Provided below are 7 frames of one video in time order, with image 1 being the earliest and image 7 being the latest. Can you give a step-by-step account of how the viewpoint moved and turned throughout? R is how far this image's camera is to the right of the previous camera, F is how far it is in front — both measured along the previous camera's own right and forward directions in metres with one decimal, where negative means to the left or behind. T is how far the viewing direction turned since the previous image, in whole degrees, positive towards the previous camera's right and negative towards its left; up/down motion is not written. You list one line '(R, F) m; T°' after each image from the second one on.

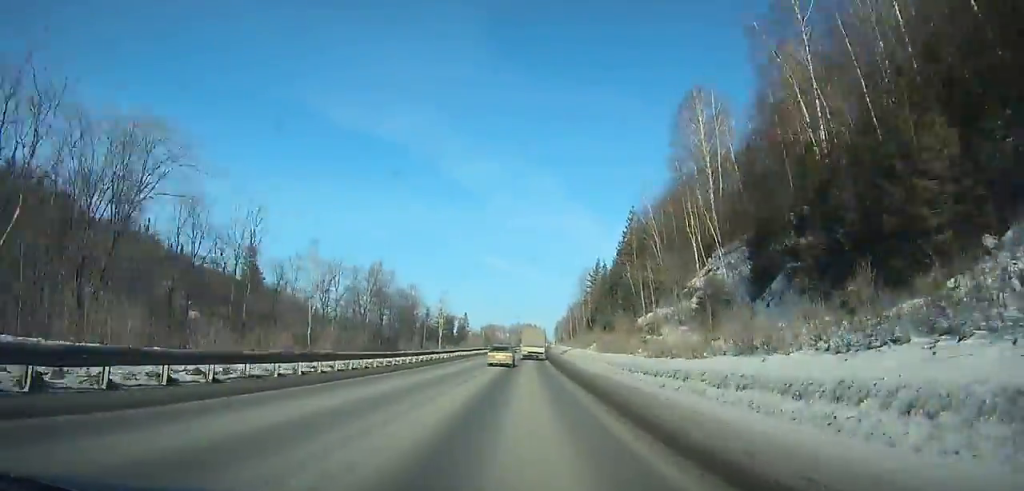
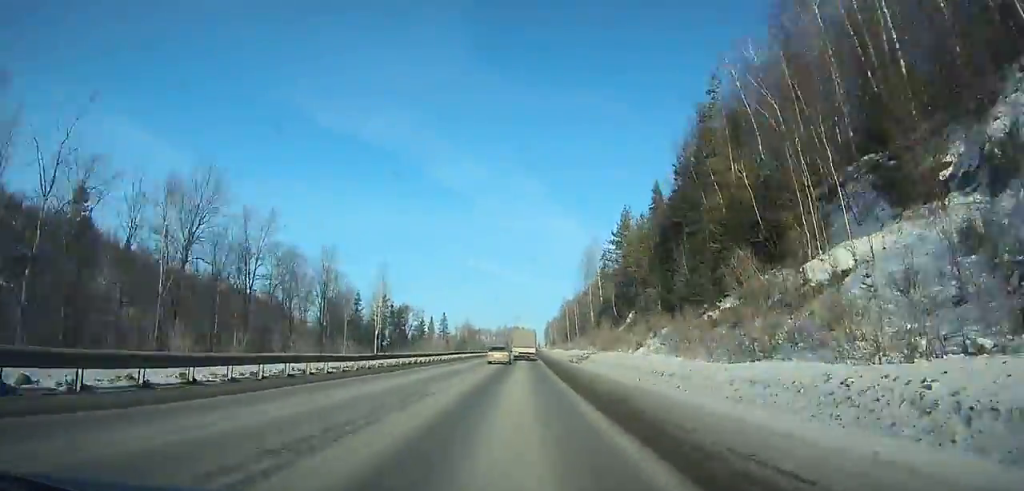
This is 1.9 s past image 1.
(+0.4, +42.5) m; +1°
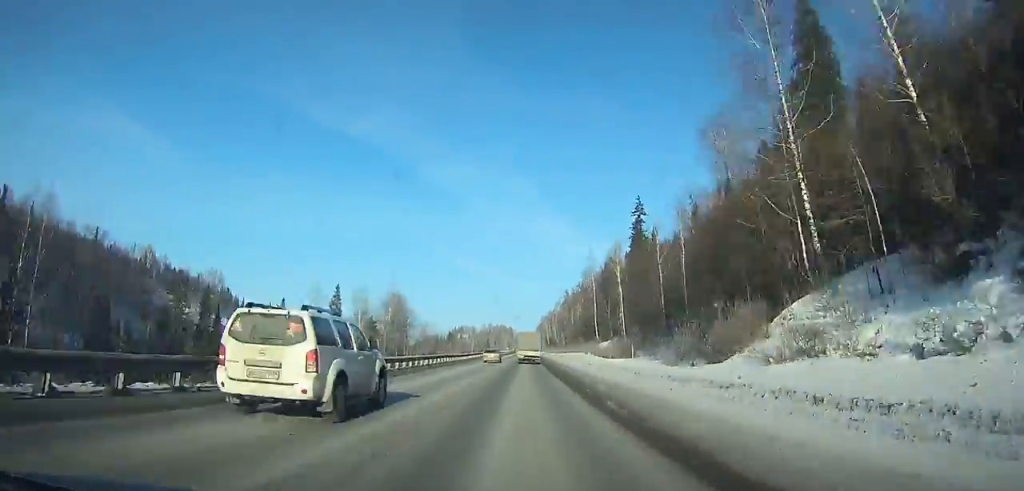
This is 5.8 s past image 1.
(+1.2, +87.1) m; +1°
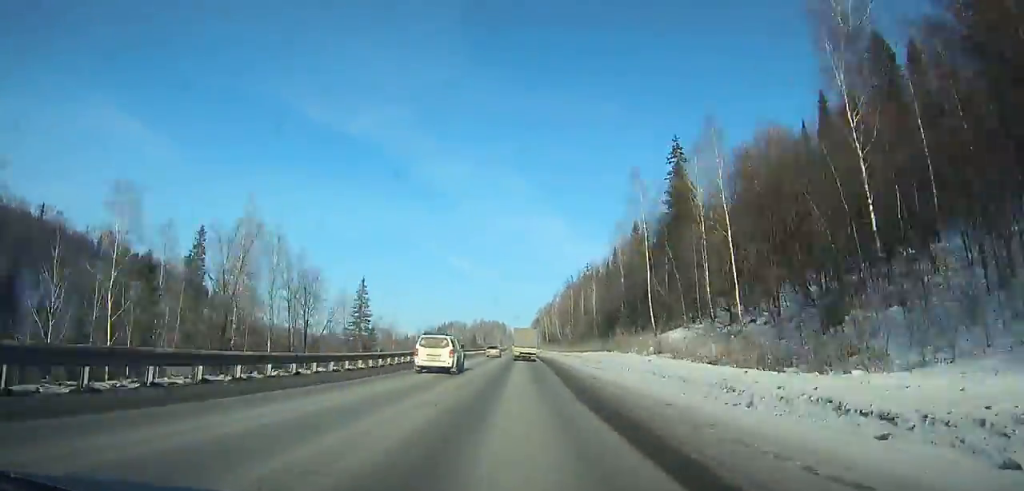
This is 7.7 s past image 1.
(+0.3, +42.2) m; +1°
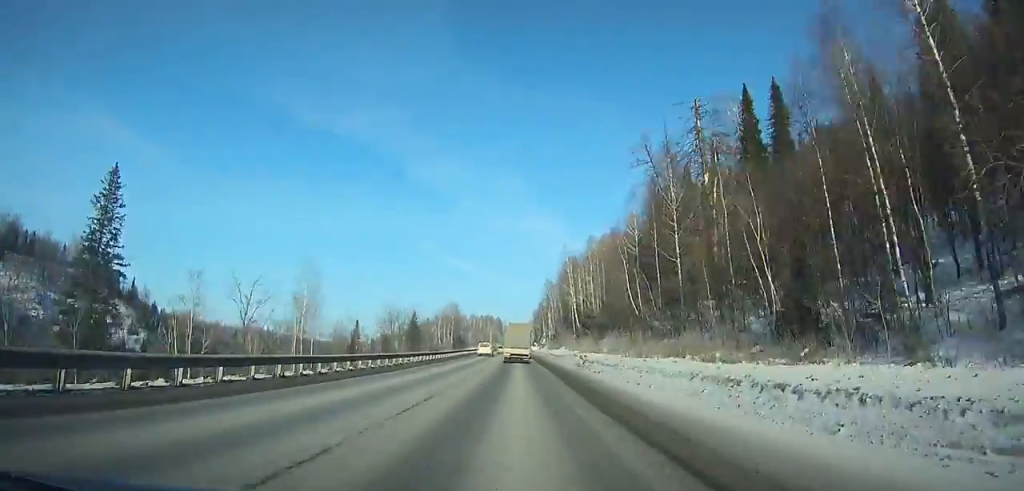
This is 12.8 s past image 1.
(-0.2, +108.5) m; -1°
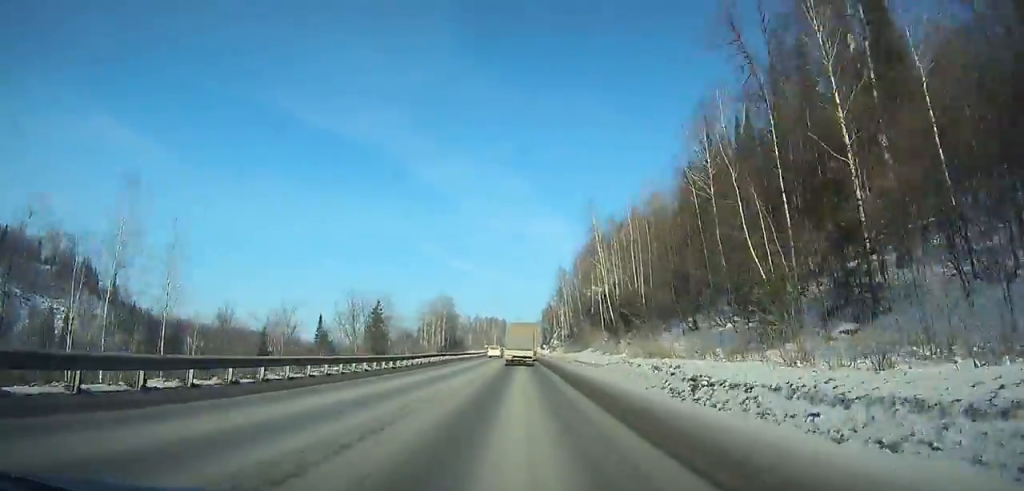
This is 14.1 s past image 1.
(0.0, +26.5) m; 0°
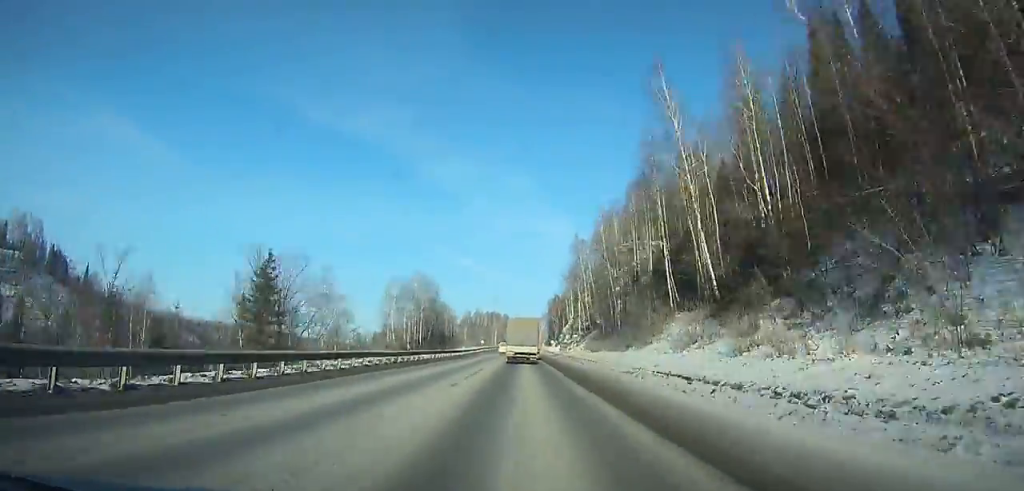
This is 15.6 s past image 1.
(-0.2, +28.5) m; 0°
